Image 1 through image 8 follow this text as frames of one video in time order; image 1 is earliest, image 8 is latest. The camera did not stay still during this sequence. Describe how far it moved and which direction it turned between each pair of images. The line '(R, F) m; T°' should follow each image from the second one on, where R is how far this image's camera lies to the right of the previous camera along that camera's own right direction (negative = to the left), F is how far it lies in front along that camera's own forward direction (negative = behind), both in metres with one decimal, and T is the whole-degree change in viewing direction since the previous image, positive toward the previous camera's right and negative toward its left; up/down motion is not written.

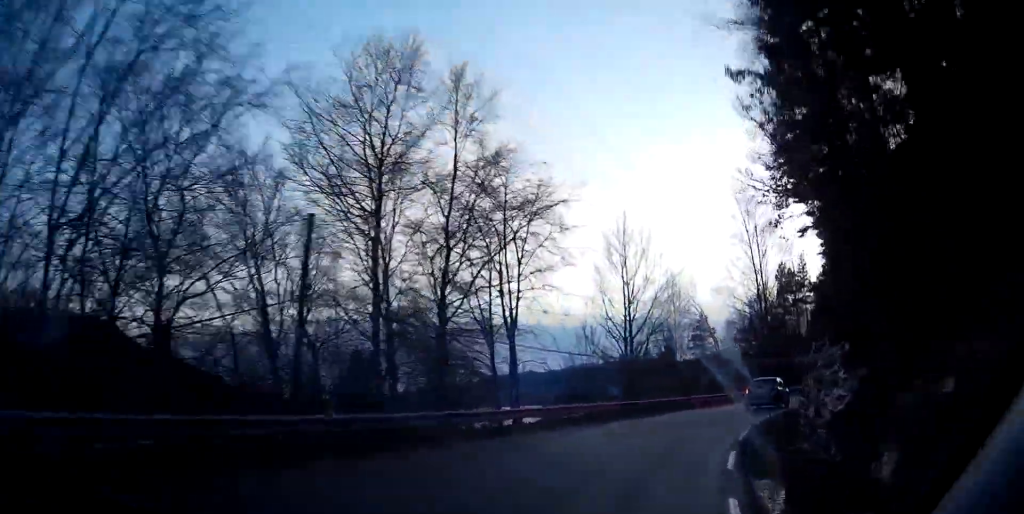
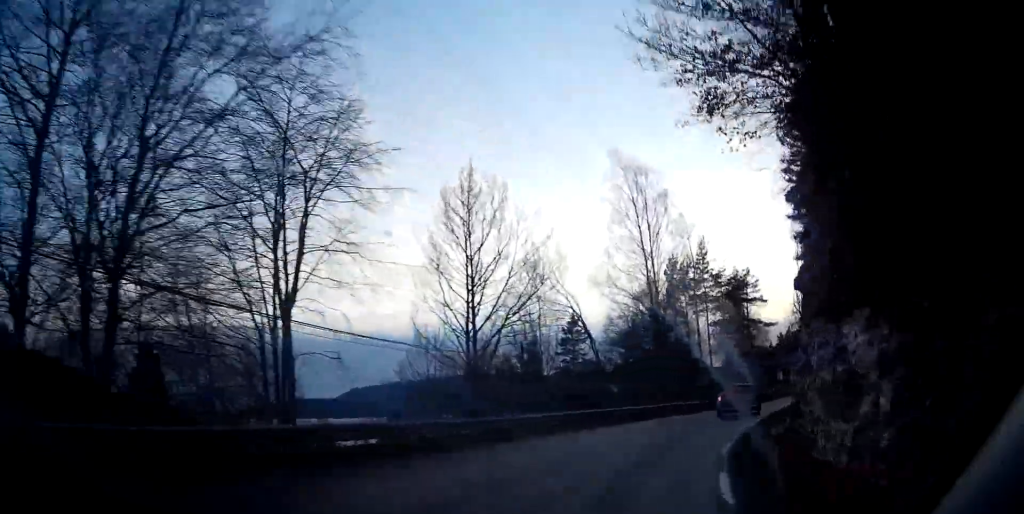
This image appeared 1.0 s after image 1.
(+1.0, +14.8) m; +8°
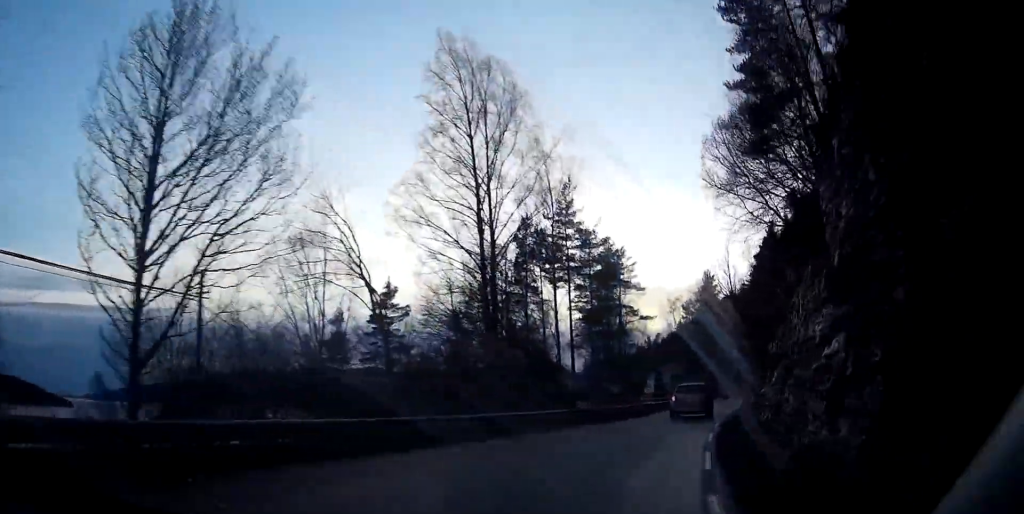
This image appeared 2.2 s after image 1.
(+1.5, +18.9) m; +7°
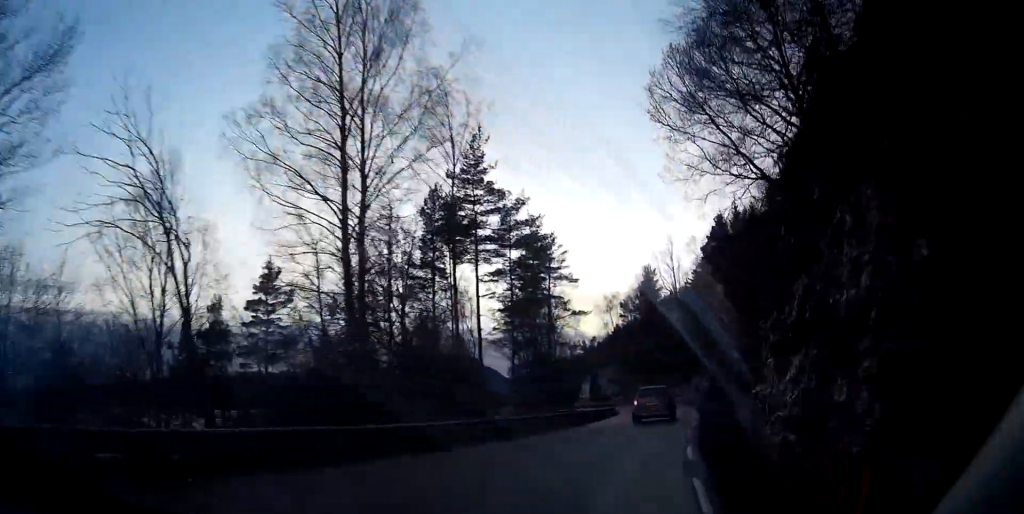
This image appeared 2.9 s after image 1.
(+0.2, +9.8) m; +2°
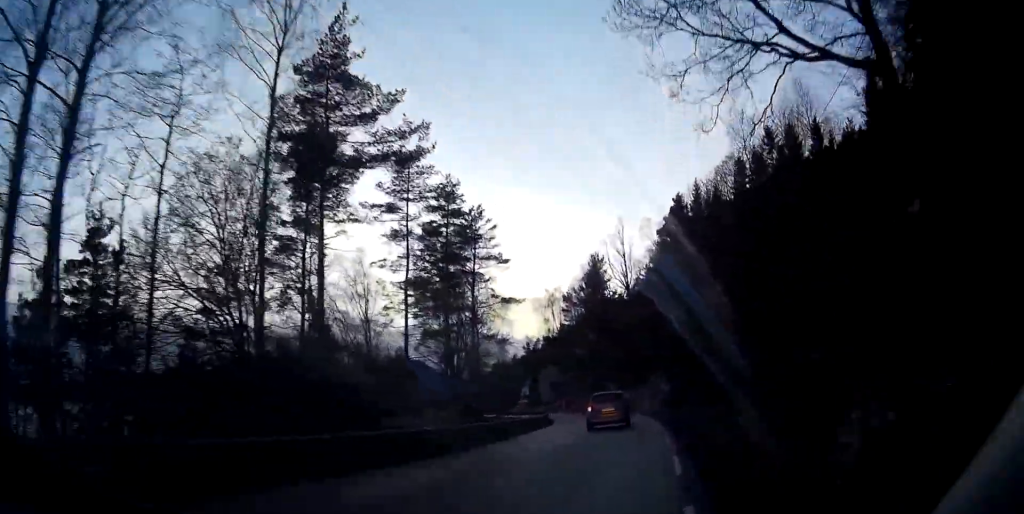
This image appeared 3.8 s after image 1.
(+0.2, +13.2) m; +1°
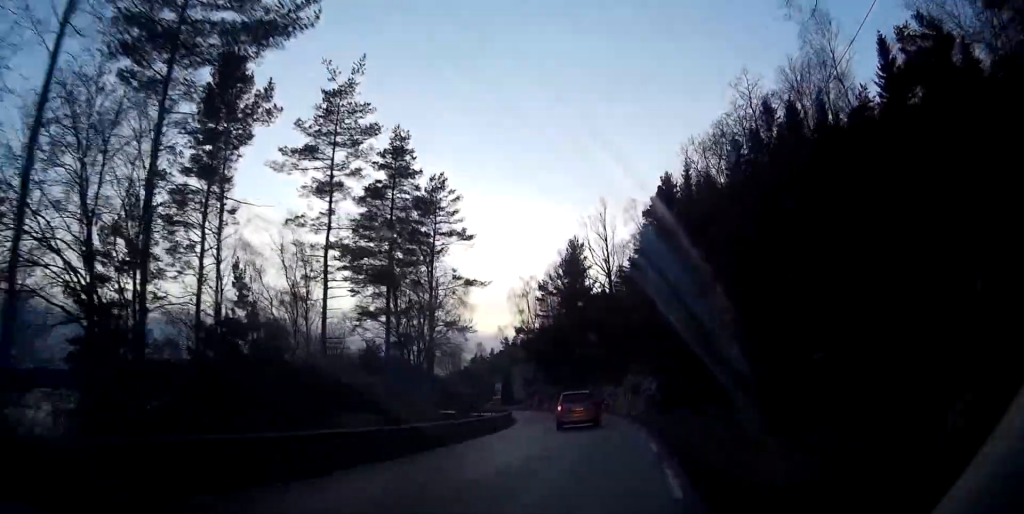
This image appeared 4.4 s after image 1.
(+0.1, +8.4) m; +1°
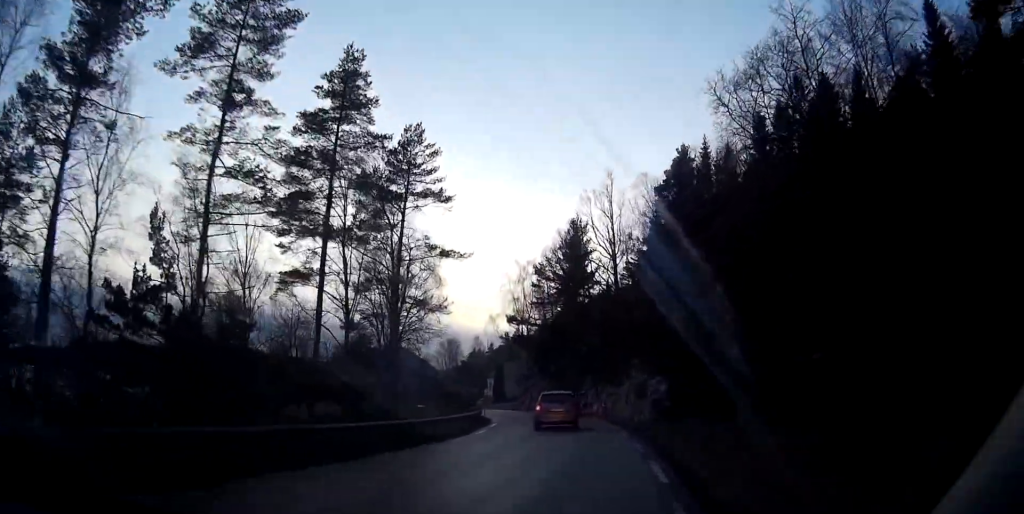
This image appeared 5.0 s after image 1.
(+0.1, +9.6) m; 0°
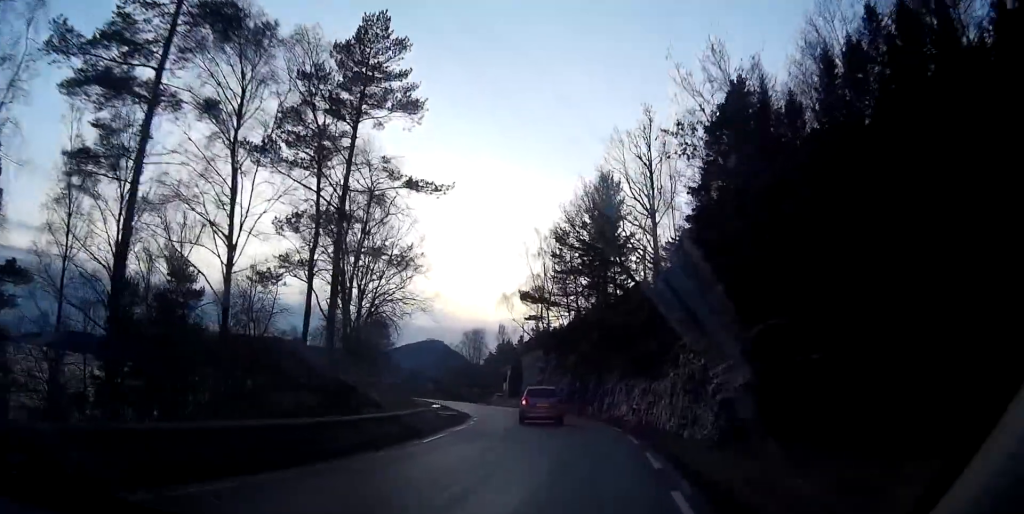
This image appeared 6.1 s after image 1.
(0.0, +15.0) m; -1°
